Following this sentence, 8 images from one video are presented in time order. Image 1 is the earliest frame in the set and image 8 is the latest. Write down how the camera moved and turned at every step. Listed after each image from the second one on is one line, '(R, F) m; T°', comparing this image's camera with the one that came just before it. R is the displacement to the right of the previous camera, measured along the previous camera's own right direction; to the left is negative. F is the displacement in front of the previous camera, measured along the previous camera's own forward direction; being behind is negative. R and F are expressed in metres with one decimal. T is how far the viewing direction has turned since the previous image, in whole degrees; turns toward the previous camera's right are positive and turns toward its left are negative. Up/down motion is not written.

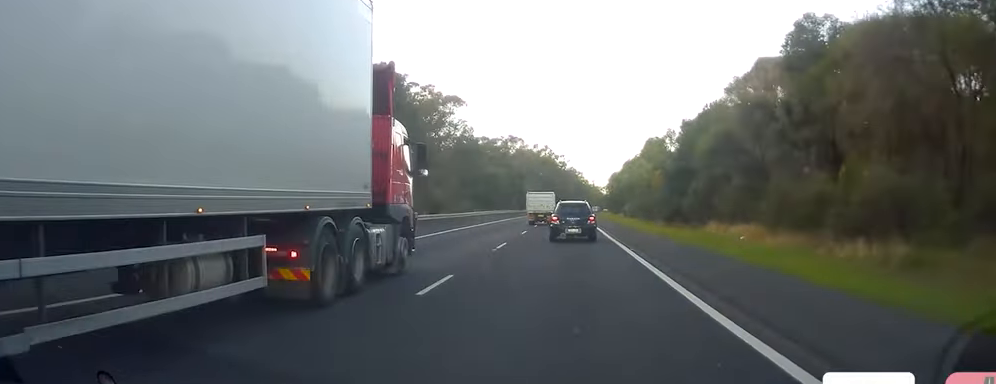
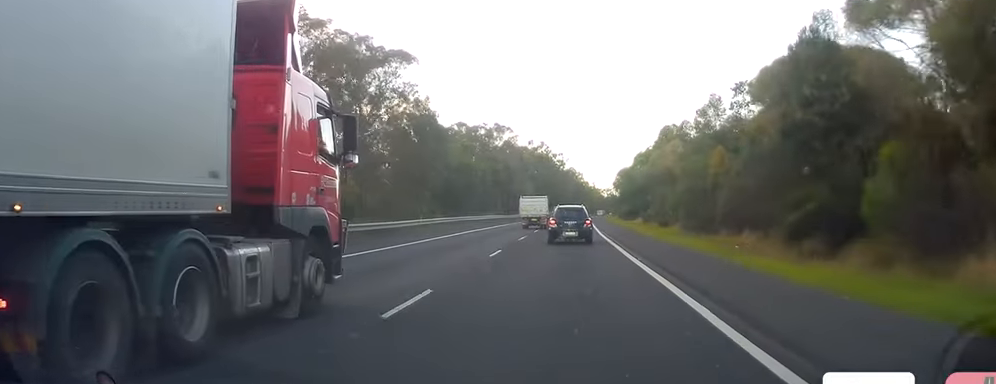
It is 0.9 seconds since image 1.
(0.0, +25.6) m; +1°
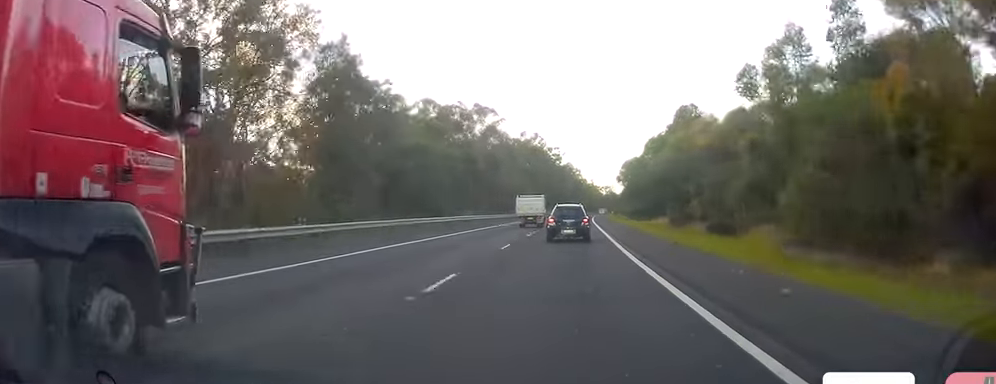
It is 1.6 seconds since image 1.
(+0.3, +21.1) m; +1°
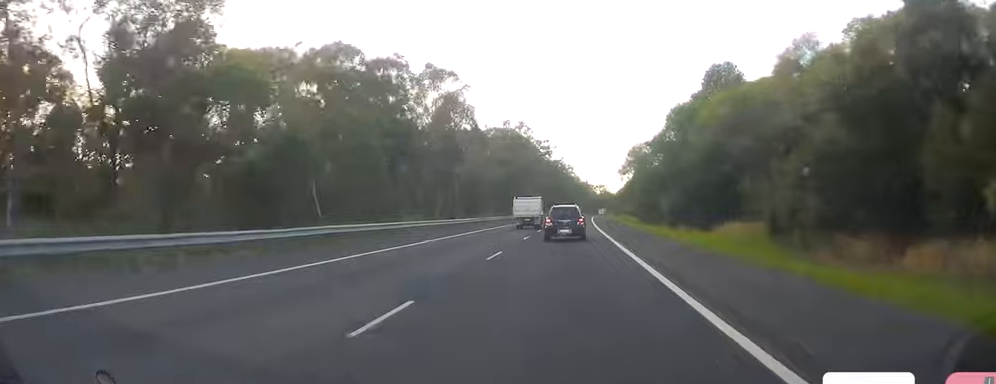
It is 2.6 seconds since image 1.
(-0.1, +28.0) m; -1°
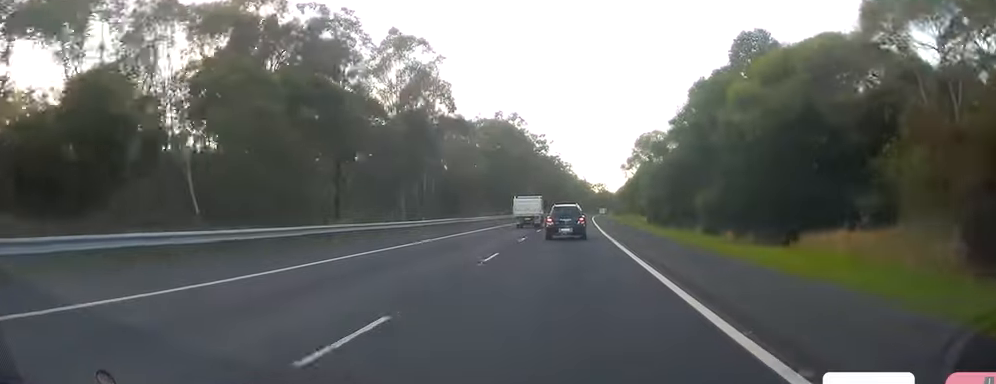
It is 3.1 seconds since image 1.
(-0.4, +13.5) m; 0°
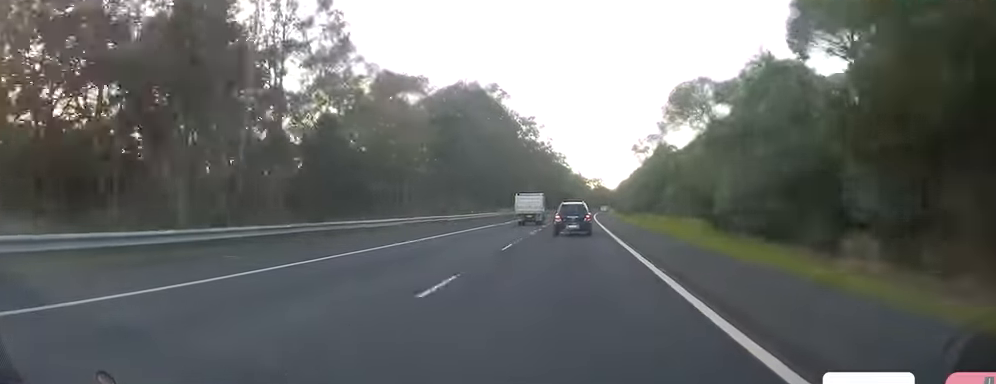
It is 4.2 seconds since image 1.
(+0.3, +31.9) m; +2°
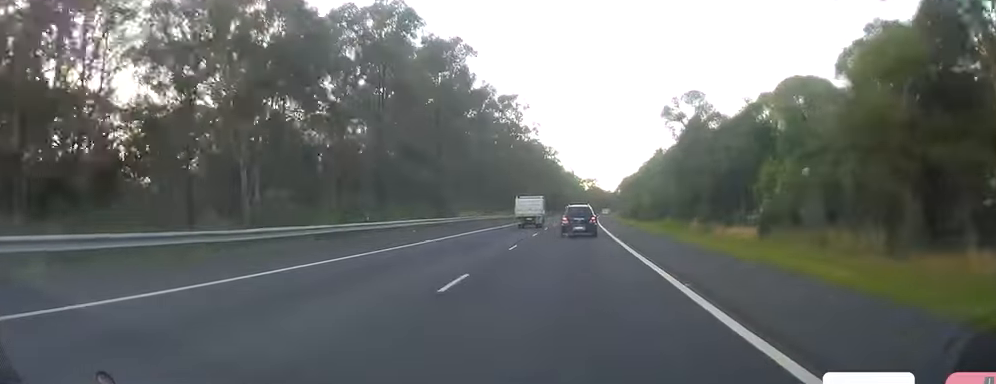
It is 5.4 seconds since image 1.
(+1.1, +34.9) m; +1°
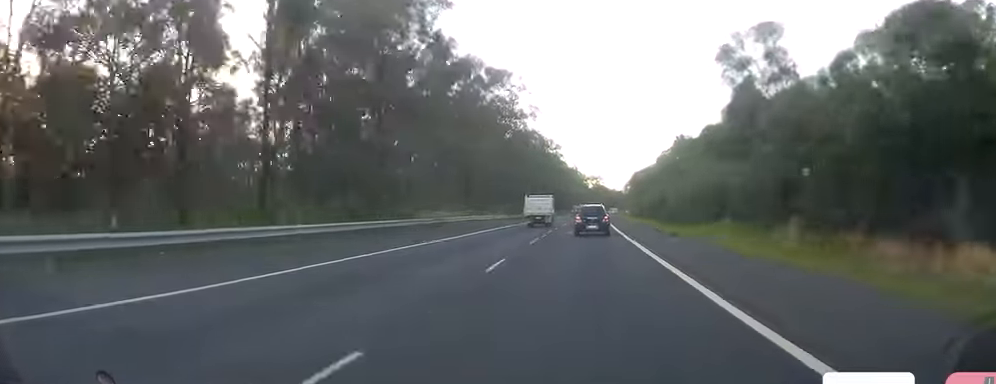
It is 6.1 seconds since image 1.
(-0.5, +20.3) m; -1°
